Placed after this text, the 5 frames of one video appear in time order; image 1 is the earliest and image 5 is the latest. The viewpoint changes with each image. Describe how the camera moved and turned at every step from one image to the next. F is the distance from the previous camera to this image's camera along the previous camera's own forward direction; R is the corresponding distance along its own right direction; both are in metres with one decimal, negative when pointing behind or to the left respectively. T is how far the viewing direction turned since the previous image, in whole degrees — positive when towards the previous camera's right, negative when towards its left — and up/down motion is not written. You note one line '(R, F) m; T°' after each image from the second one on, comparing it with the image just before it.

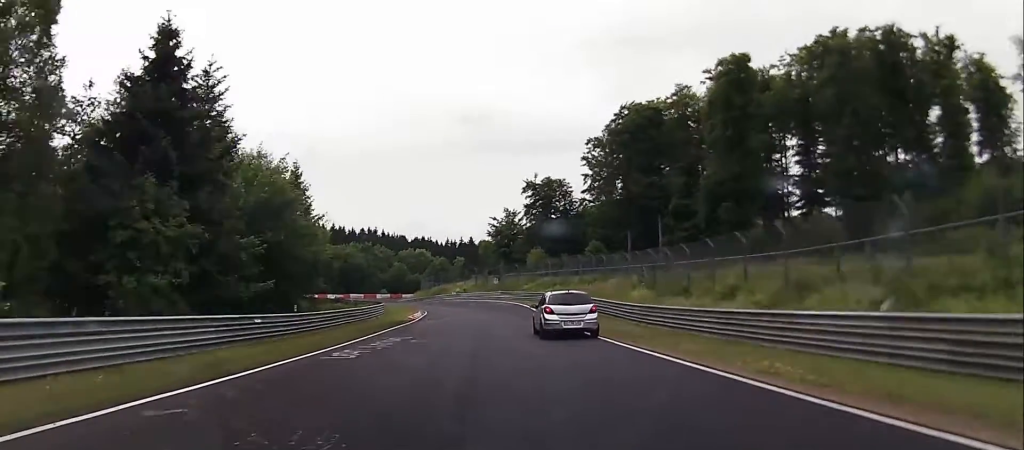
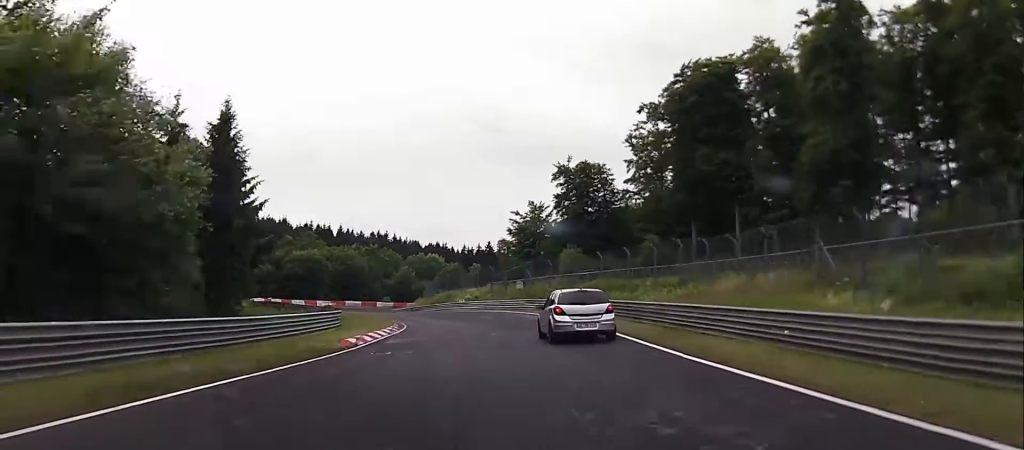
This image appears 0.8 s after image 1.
(-0.5, +23.6) m; -4°
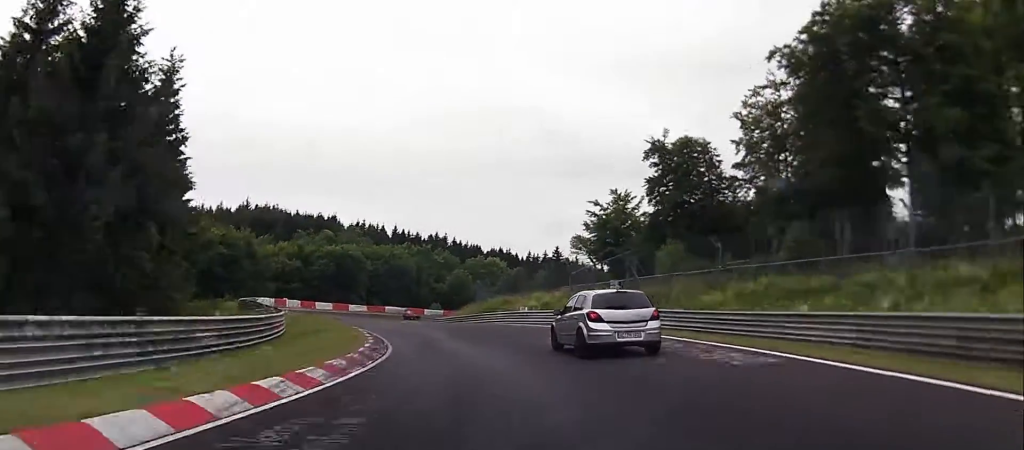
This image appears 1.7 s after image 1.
(-1.0, +21.0) m; -7°
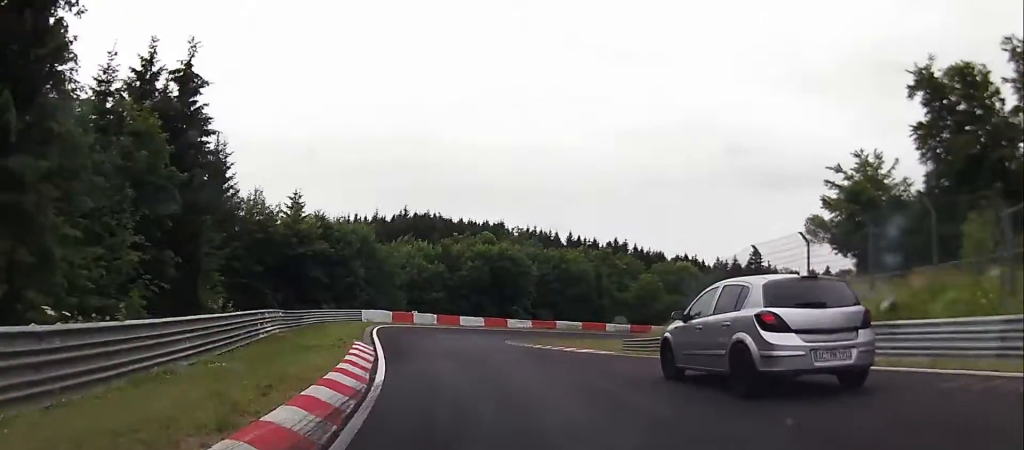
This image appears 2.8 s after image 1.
(-2.1, +23.4) m; -9°
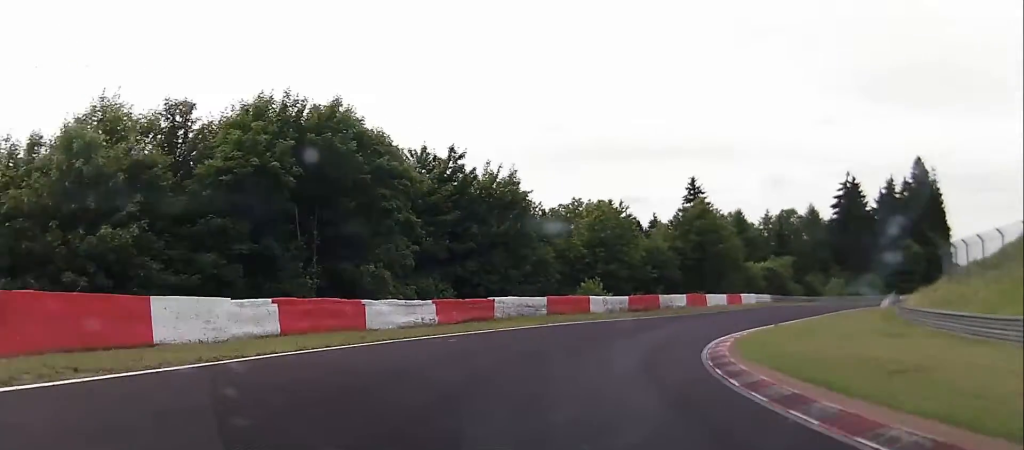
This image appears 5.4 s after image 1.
(-1.2, +55.9) m; +11°
